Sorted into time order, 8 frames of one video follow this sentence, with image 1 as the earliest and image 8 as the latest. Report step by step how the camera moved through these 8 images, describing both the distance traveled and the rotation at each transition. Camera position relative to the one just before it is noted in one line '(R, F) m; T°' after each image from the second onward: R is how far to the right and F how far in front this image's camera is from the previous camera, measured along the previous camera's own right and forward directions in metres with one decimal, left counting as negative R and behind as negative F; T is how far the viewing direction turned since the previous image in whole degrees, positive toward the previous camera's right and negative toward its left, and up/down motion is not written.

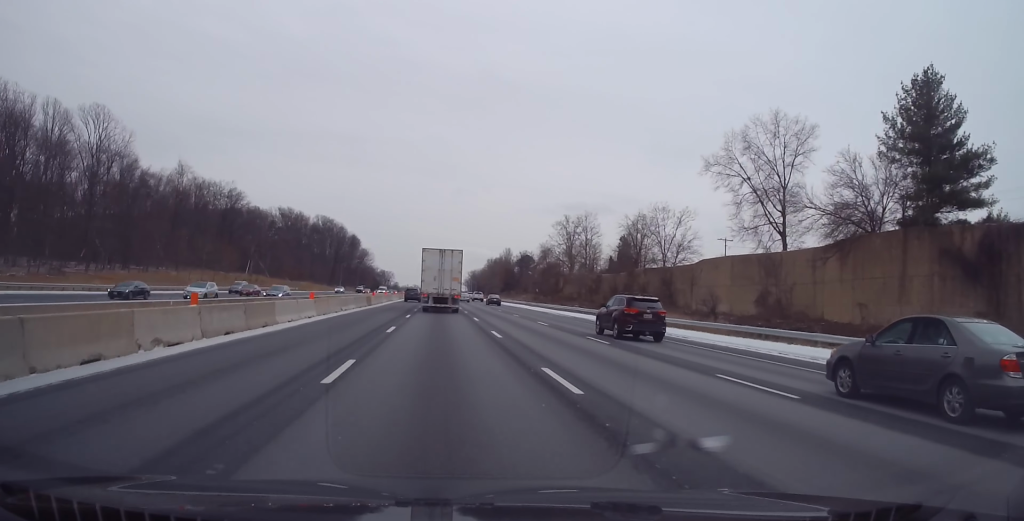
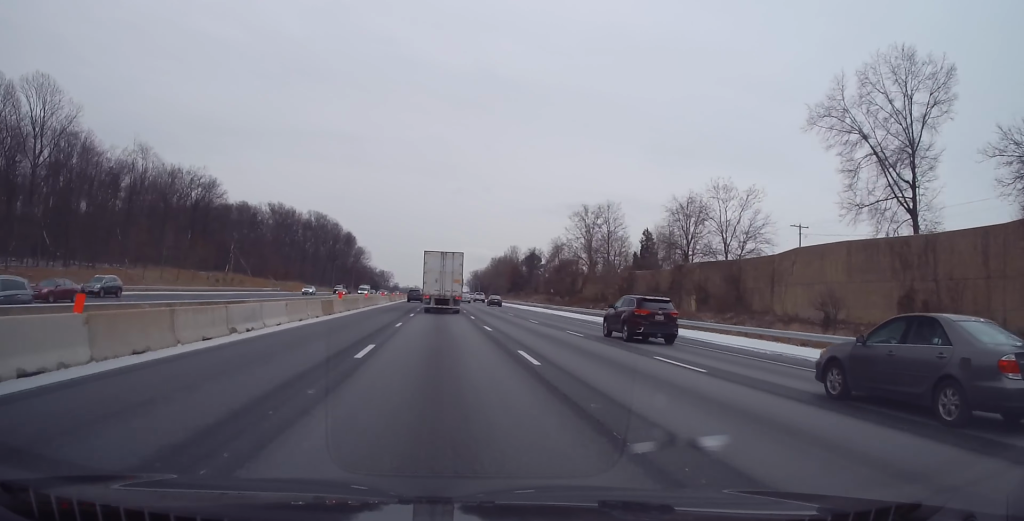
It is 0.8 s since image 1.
(-0.1, +22.6) m; 0°
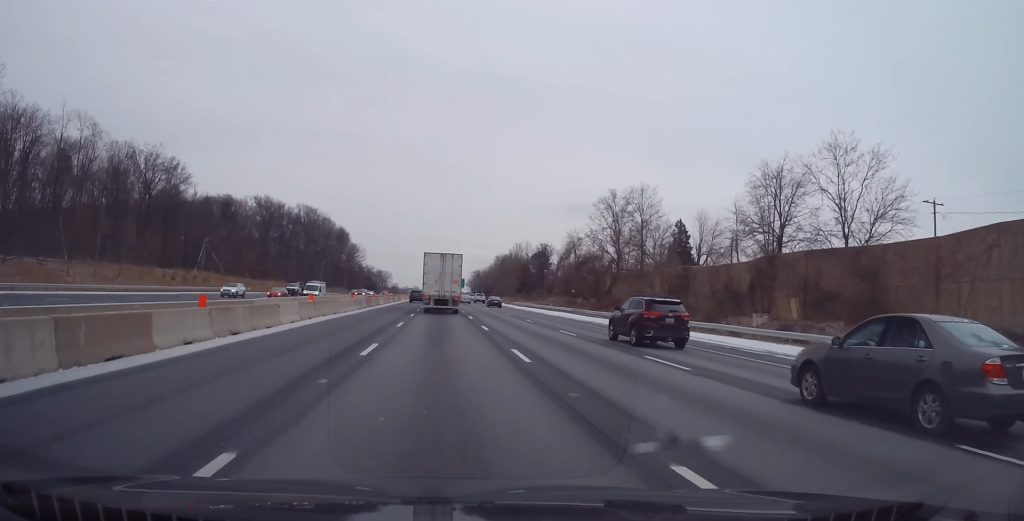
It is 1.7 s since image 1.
(-0.3, +26.0) m; 0°
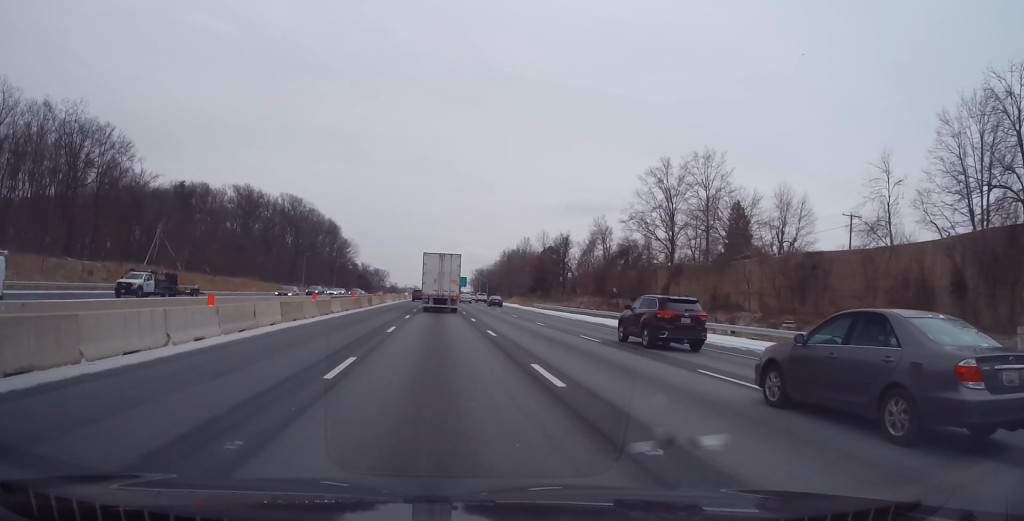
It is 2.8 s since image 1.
(+0.5, +36.2) m; 0°
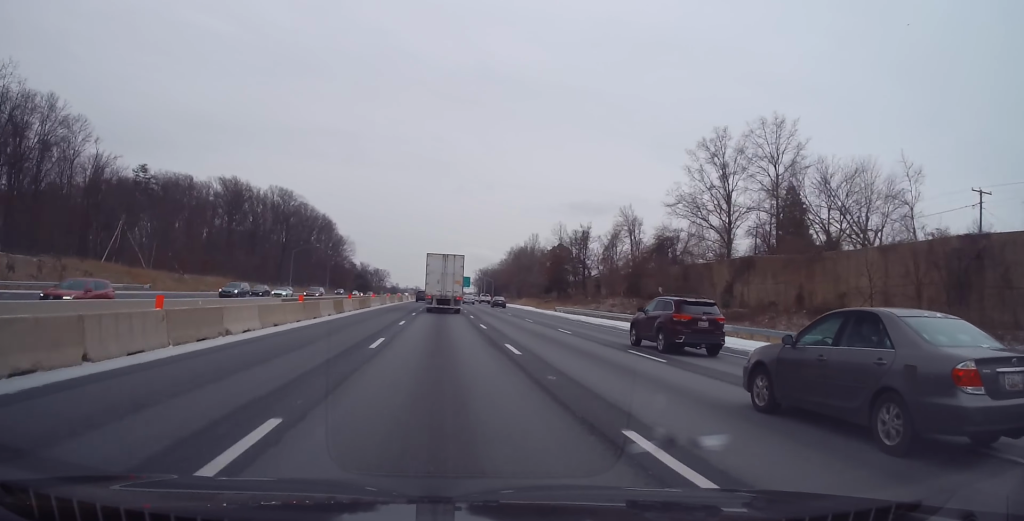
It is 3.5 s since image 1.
(+0.1, +23.7) m; 0°
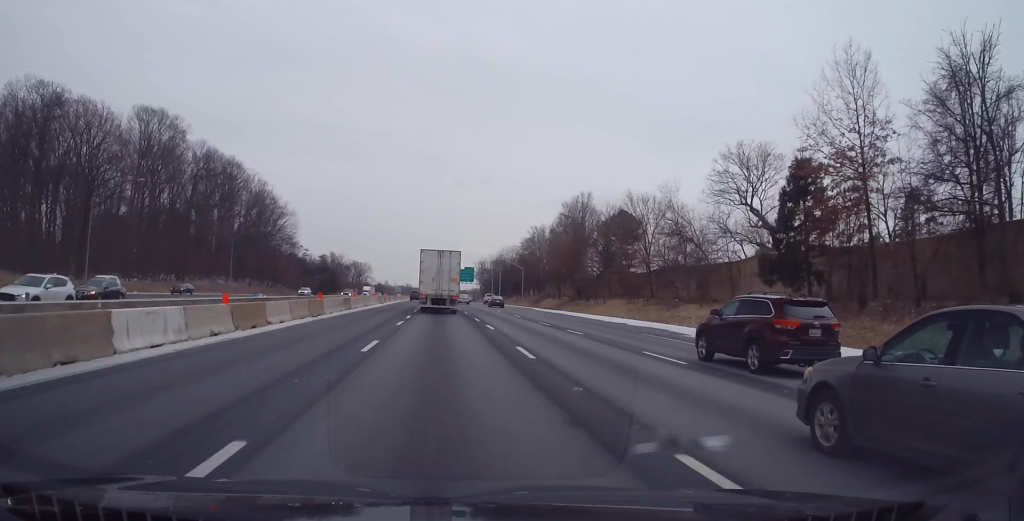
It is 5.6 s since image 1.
(-0.7, +71.0) m; -1°
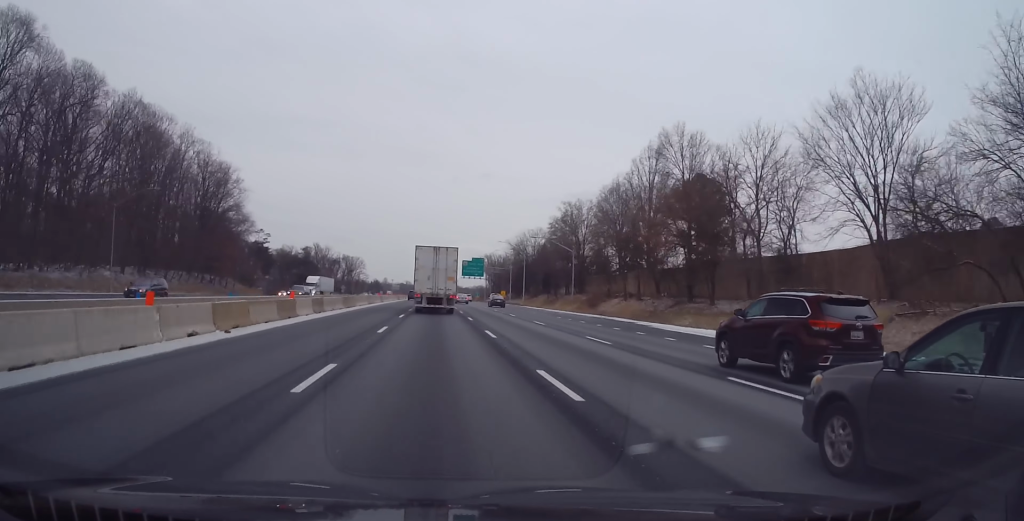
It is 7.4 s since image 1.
(+0.1, +54.3) m; 0°
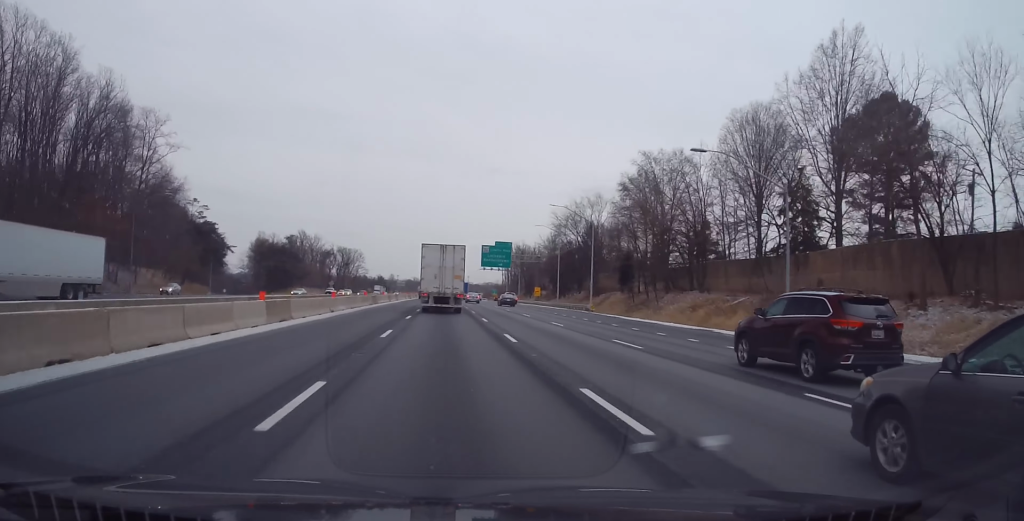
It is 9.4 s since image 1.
(+0.1, +52.5) m; 0°
